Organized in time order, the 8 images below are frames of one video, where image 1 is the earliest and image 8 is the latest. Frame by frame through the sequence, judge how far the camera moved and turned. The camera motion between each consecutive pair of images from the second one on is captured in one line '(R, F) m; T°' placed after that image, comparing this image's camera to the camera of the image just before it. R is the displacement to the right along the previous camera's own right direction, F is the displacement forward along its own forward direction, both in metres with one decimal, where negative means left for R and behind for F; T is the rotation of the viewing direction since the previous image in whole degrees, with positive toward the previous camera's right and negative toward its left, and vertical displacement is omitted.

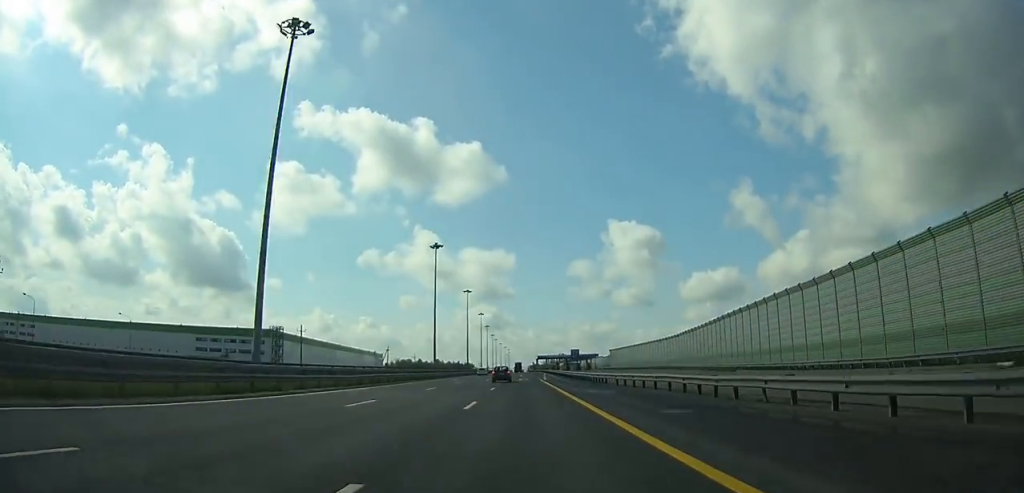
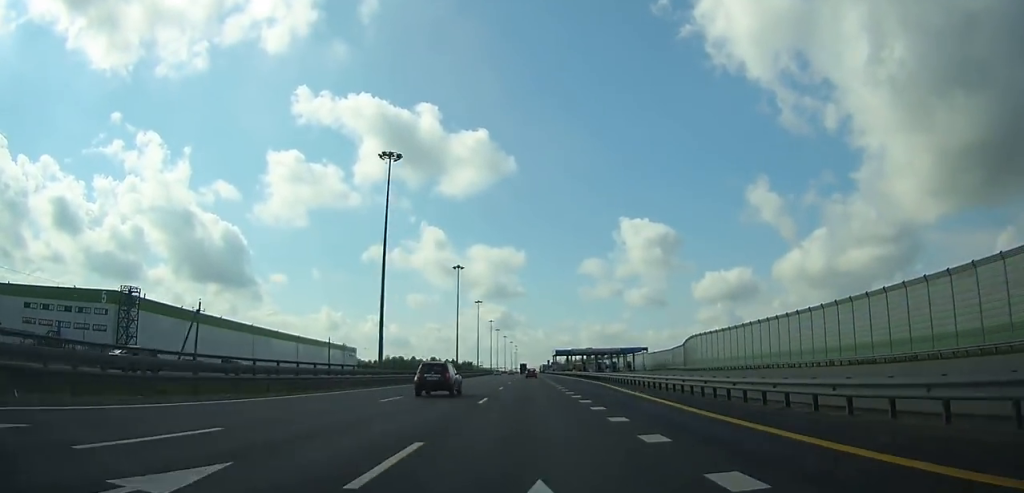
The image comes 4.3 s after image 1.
(-0.9, +93.5) m; -1°
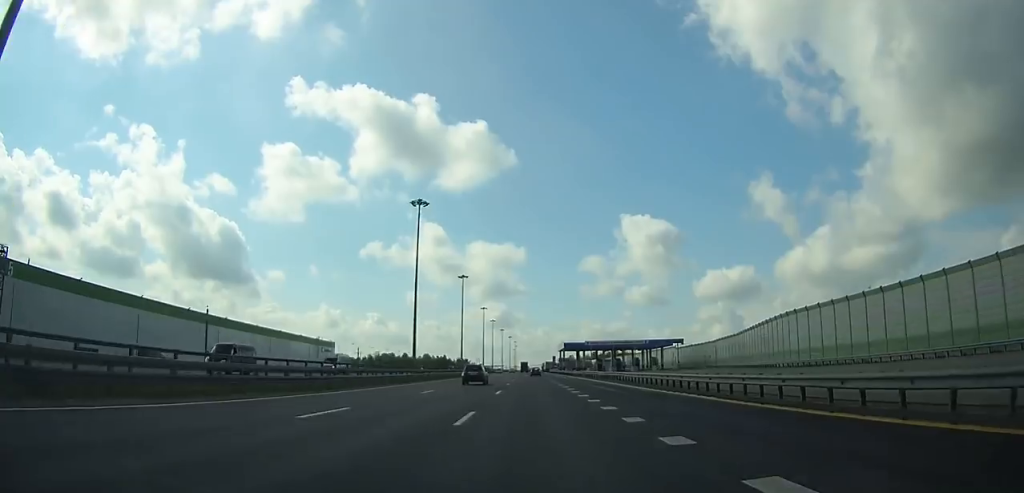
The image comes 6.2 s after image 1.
(-0.1, +40.8) m; 0°
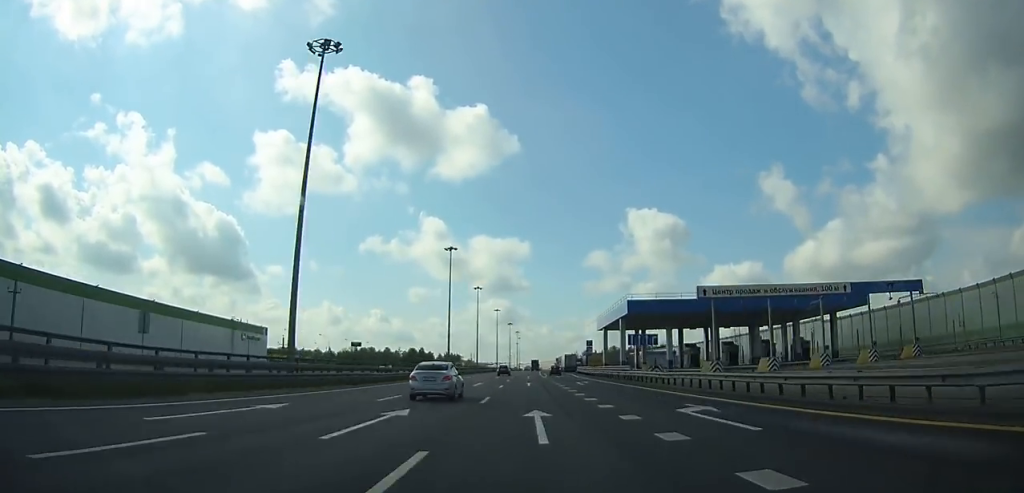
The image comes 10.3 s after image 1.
(-0.3, +87.6) m; 0°
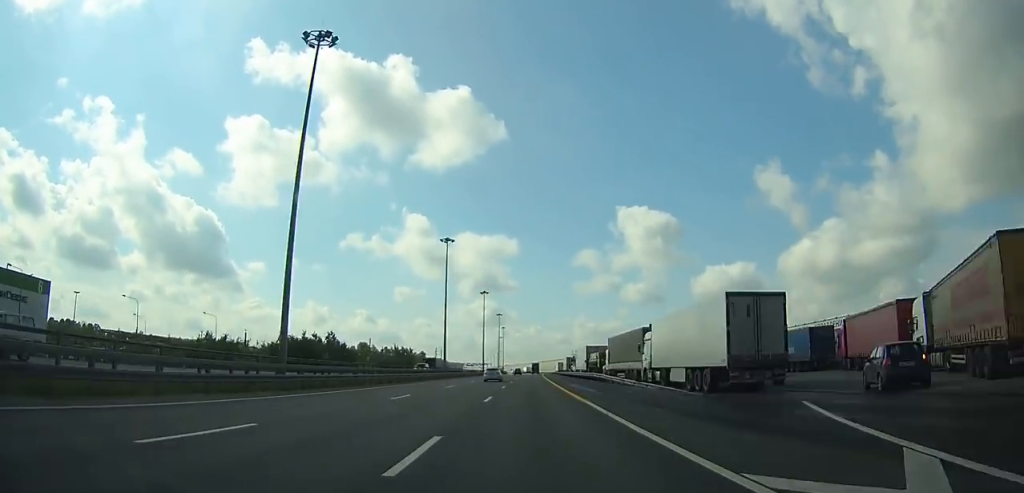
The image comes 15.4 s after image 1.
(+0.4, +109.5) m; +1°
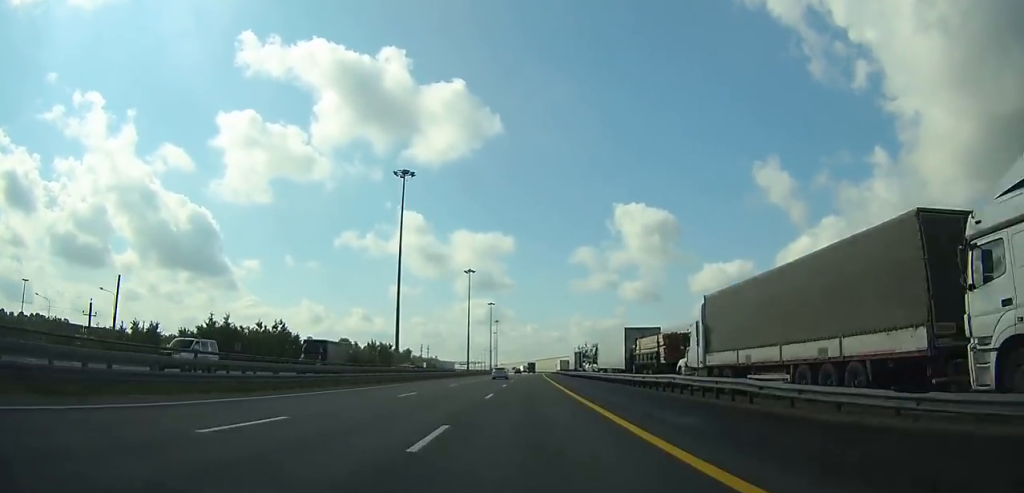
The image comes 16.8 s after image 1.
(+0.3, +30.7) m; 0°
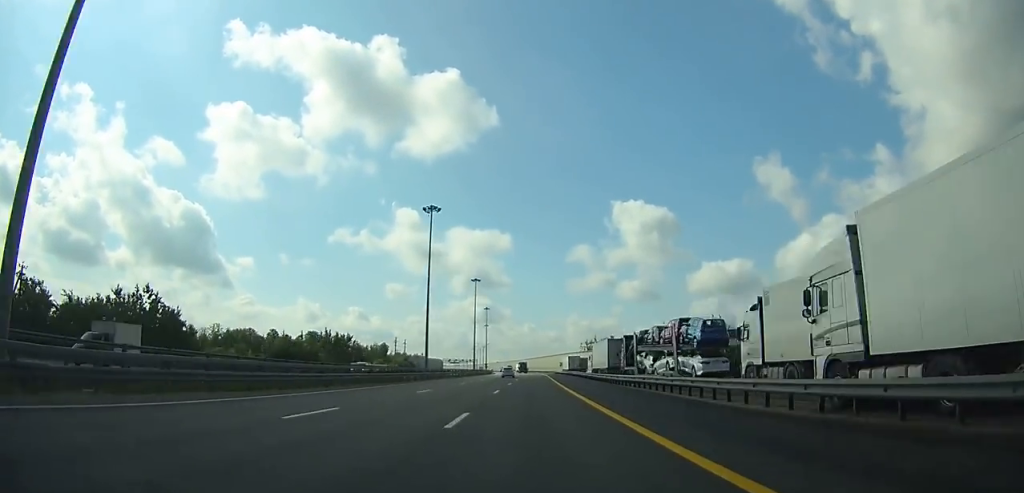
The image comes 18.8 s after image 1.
(+0.3, +44.1) m; +1°
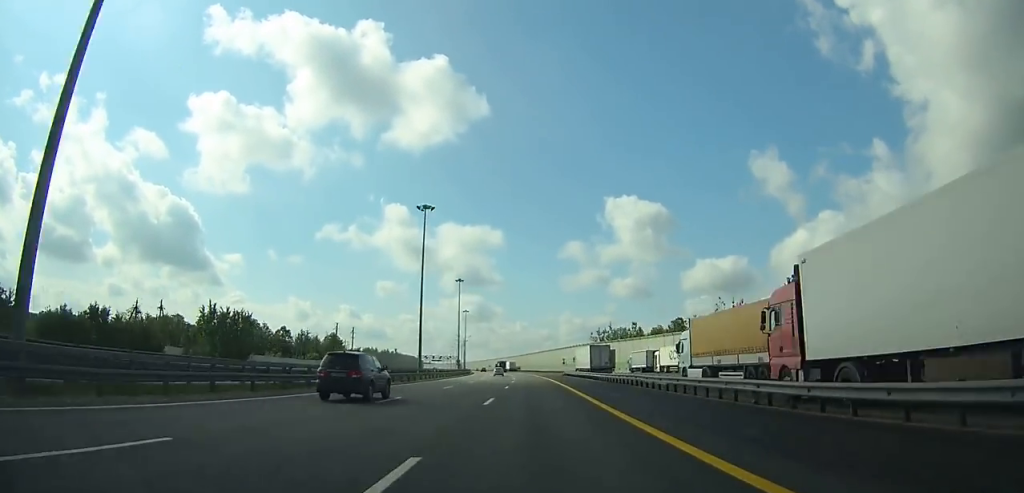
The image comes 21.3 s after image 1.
(+0.2, +56.4) m; 0°
